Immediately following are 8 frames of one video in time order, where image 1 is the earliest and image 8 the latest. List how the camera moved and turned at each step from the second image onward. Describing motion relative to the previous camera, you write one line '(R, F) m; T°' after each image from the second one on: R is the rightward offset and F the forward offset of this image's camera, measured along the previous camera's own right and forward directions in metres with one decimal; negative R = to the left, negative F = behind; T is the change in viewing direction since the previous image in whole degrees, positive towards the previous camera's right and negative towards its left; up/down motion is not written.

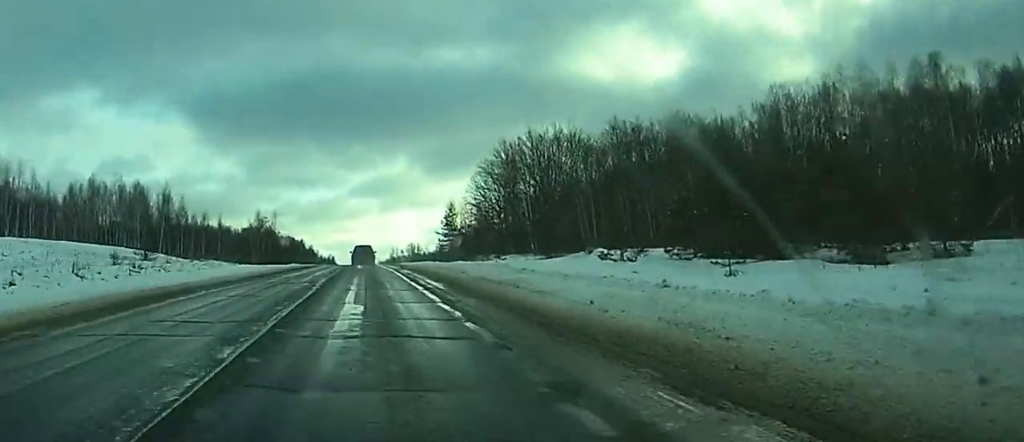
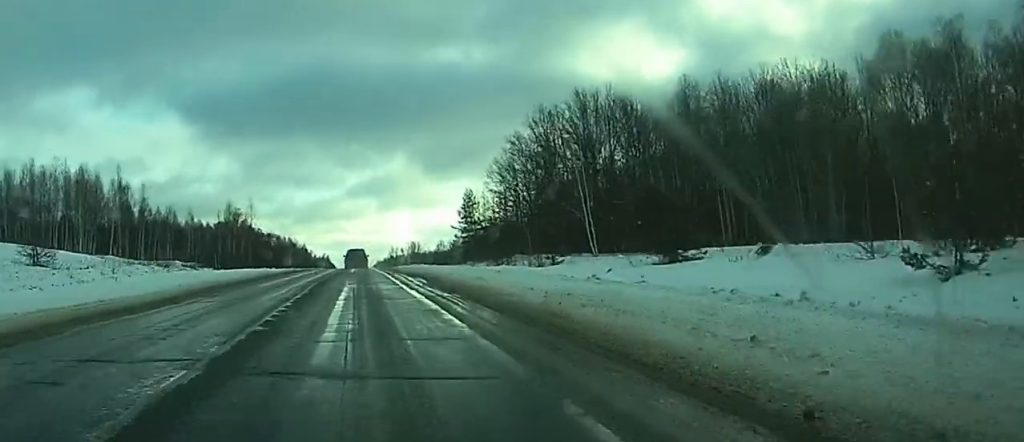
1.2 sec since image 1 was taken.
(0.0, +31.4) m; 0°
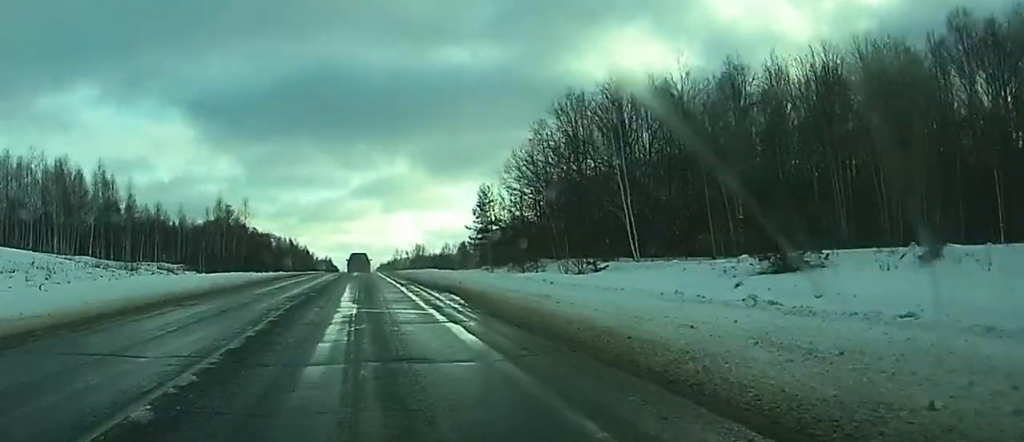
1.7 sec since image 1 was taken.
(0.0, +12.2) m; 0°
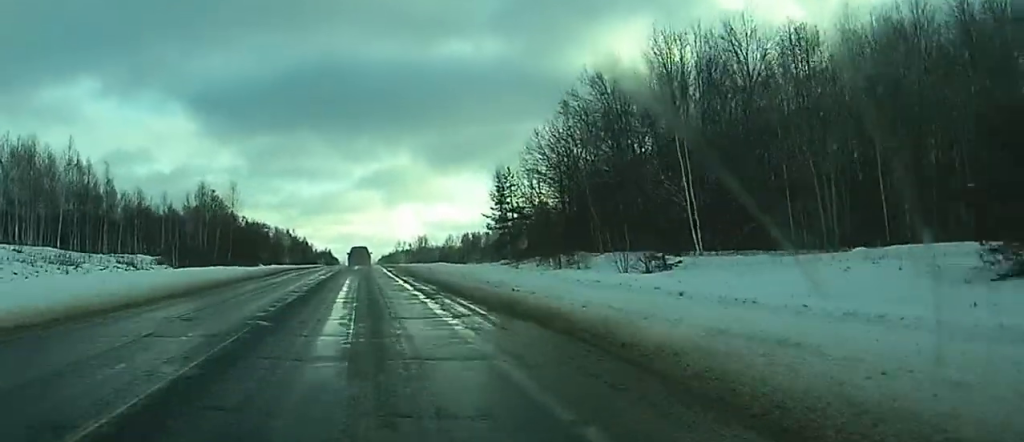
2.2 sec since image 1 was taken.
(0.0, +13.8) m; 0°
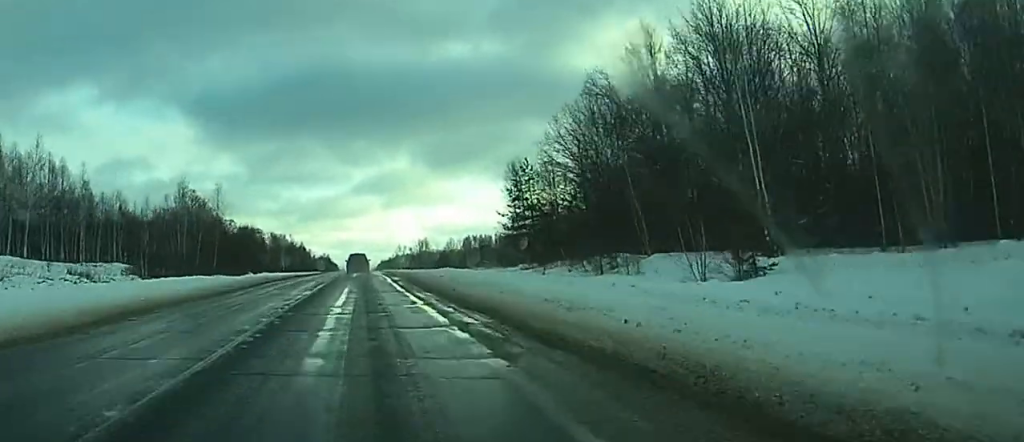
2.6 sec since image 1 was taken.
(0.0, +11.2) m; 0°
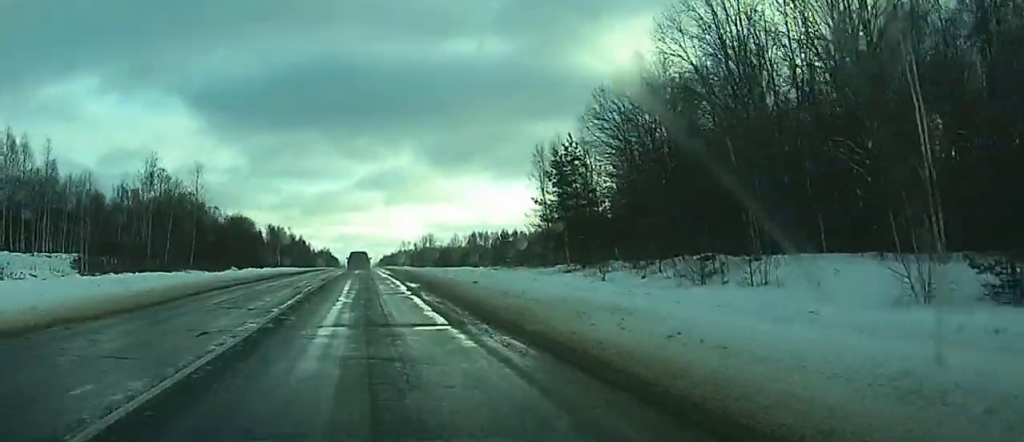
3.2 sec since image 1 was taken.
(0.0, +15.6) m; 0°
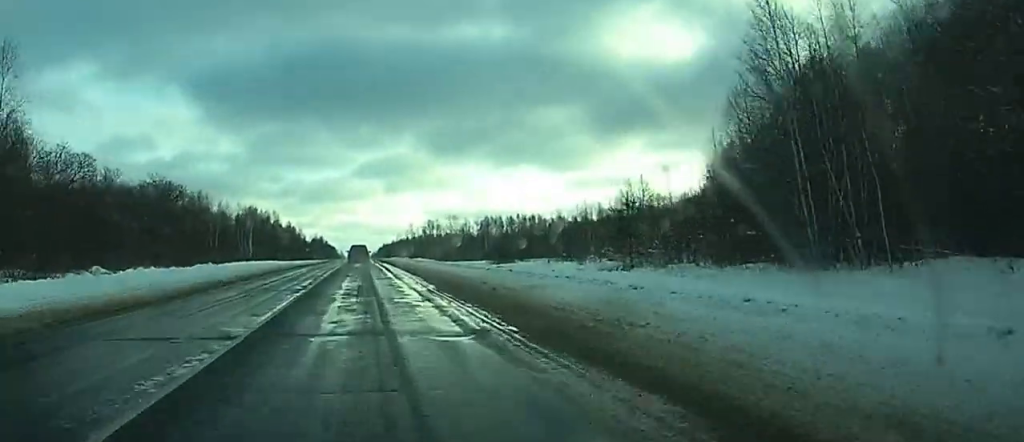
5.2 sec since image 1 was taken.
(0.0, +51.9) m; 0°
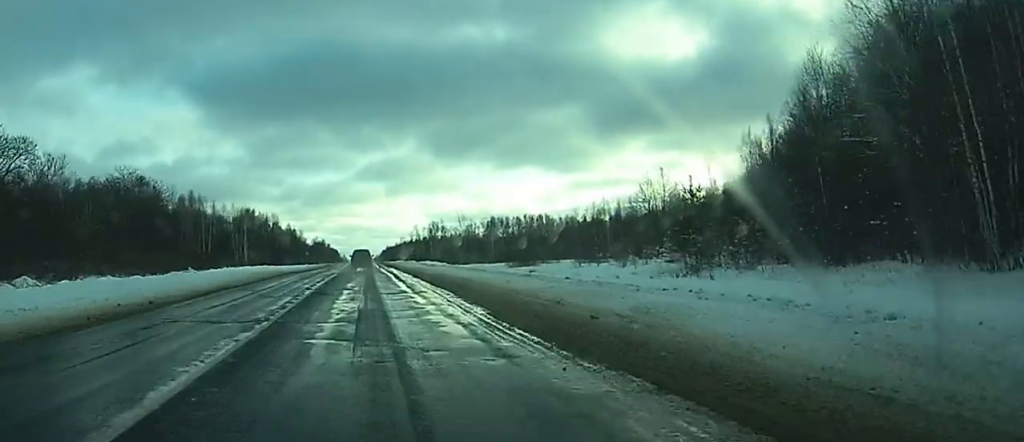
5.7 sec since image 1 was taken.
(0.0, +11.3) m; 0°
